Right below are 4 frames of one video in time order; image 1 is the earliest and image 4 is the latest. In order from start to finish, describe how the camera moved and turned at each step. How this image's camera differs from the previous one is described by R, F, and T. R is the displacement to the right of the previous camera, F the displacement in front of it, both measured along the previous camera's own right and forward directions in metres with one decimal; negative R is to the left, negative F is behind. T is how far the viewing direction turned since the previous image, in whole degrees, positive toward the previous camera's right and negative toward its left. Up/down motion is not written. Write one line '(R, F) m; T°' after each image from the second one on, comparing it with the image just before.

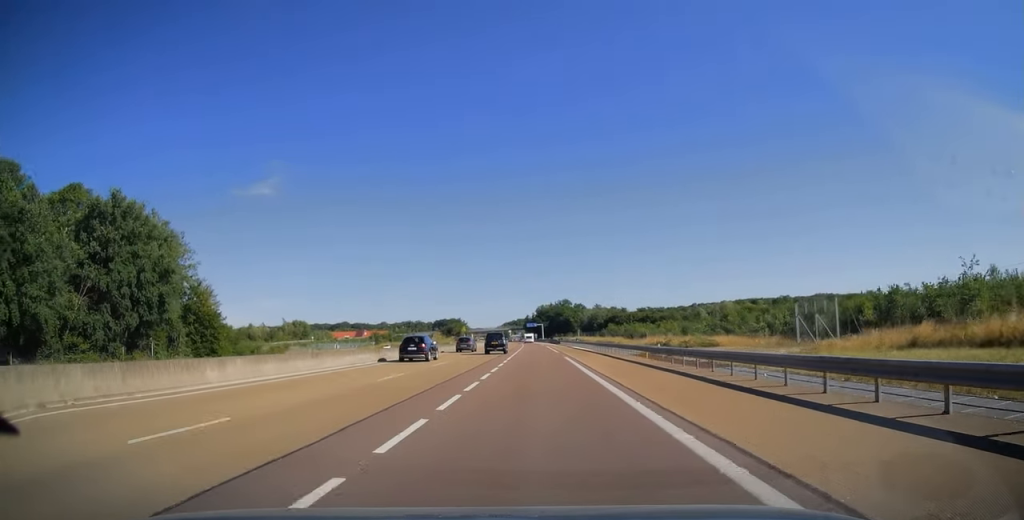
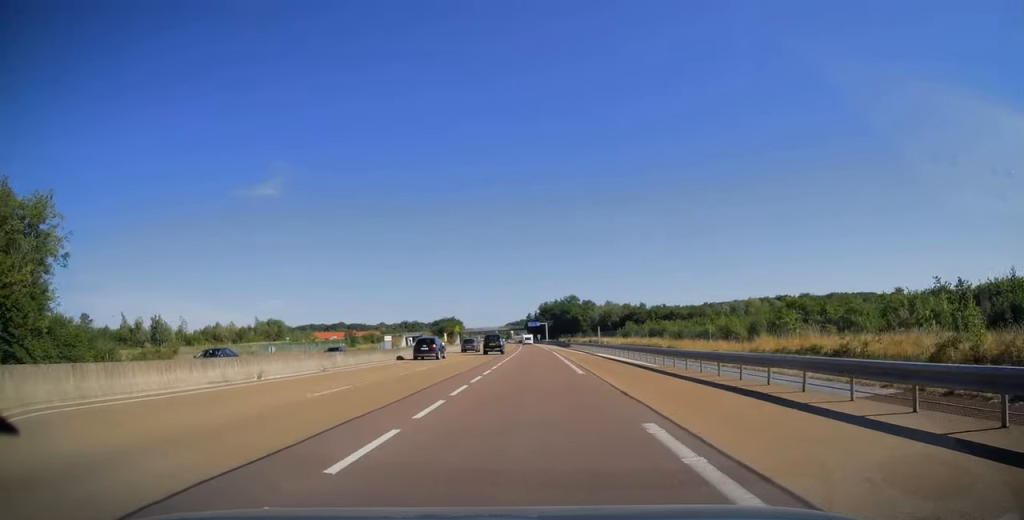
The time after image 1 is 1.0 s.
(-0.1, +31.4) m; 0°
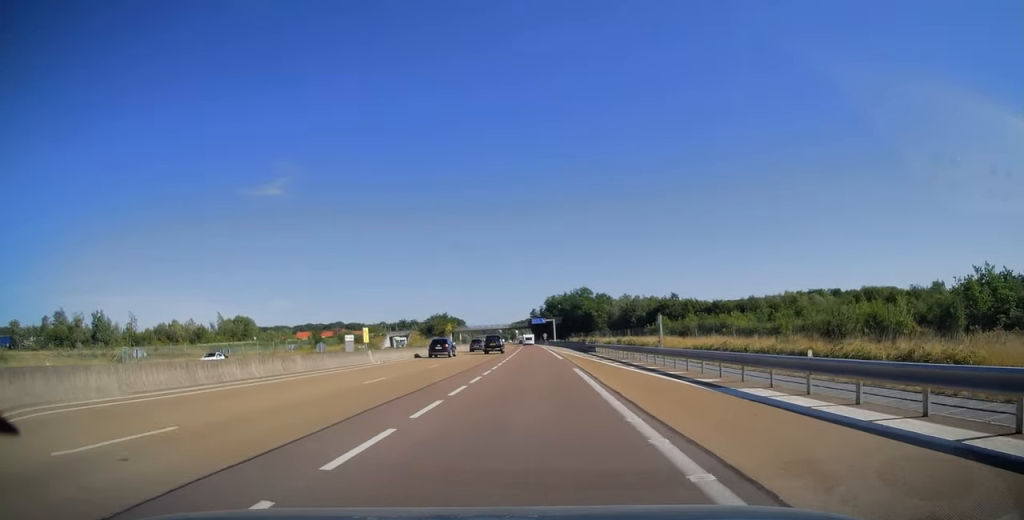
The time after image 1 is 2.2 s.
(-0.1, +34.5) m; 0°
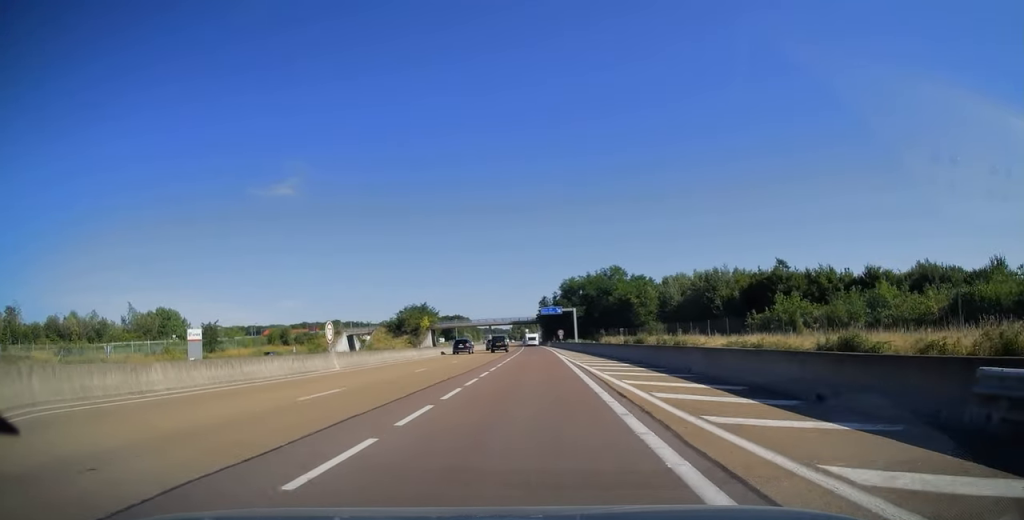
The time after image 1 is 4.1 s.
(-0.7, +57.2) m; -1°
